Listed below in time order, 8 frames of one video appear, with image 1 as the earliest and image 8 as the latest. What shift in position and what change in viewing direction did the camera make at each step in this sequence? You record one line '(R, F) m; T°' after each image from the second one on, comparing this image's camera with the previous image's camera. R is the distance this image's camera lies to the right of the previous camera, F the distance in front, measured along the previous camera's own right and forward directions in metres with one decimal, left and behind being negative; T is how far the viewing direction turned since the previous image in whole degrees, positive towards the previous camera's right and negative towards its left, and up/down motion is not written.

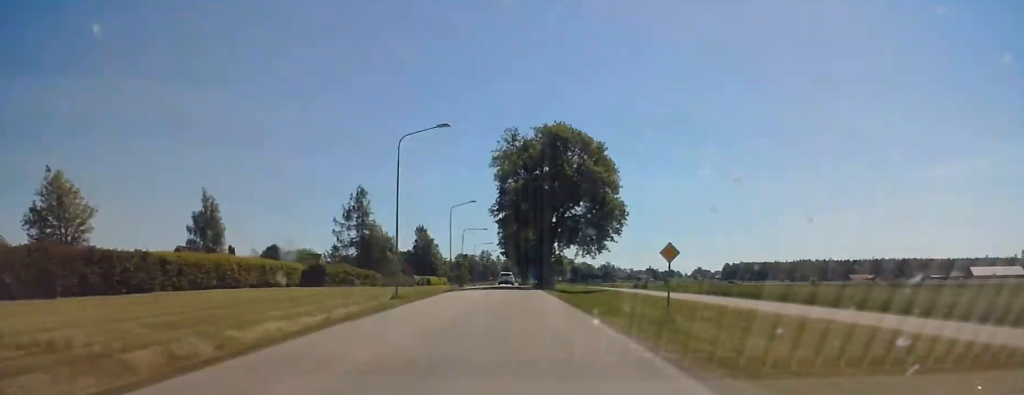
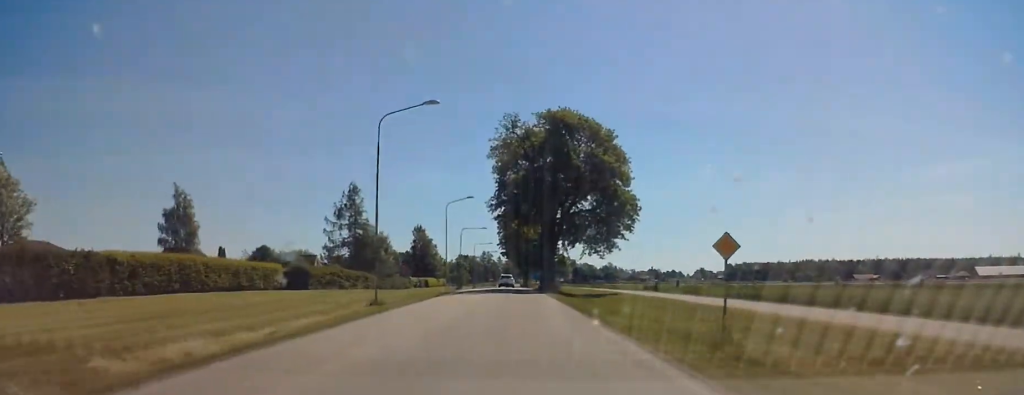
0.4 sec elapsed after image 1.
(0.0, +5.6) m; 0°
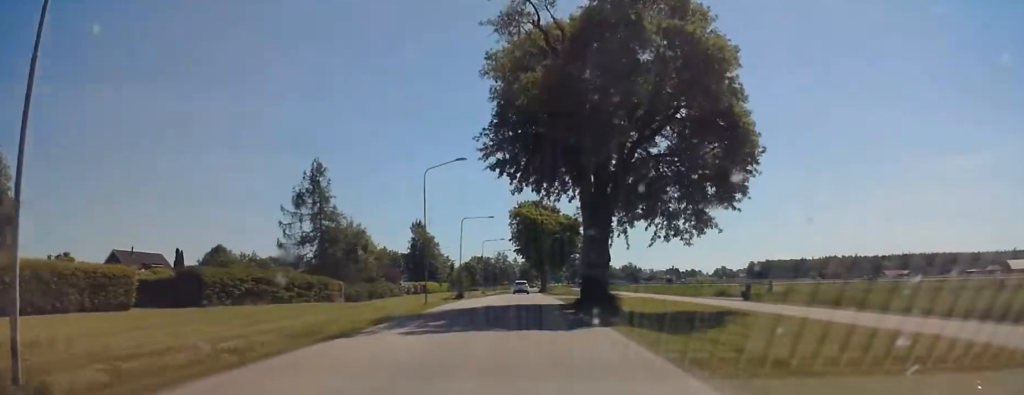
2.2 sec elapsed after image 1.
(+0.1, +24.1) m; 0°
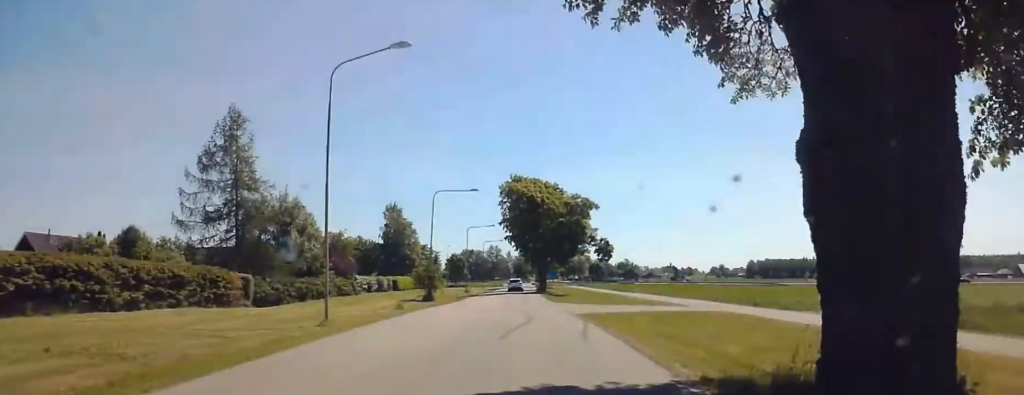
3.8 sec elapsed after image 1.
(0.0, +22.0) m; -3°
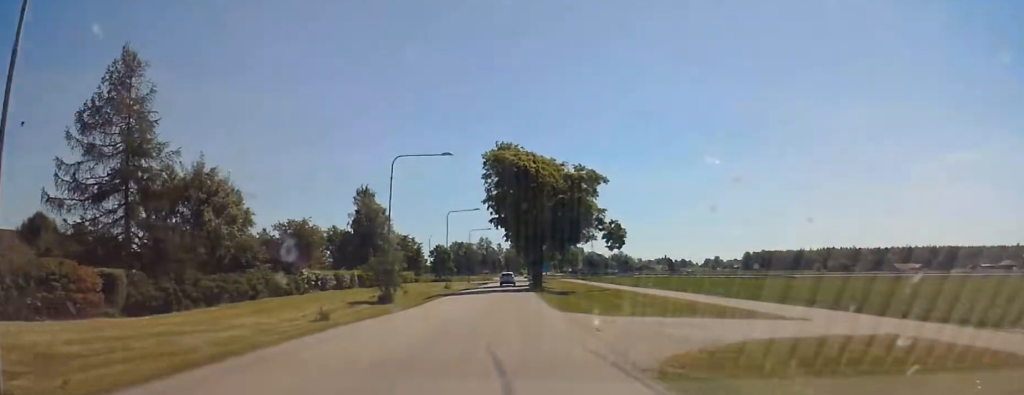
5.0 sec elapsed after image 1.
(-1.0, +14.9) m; -3°
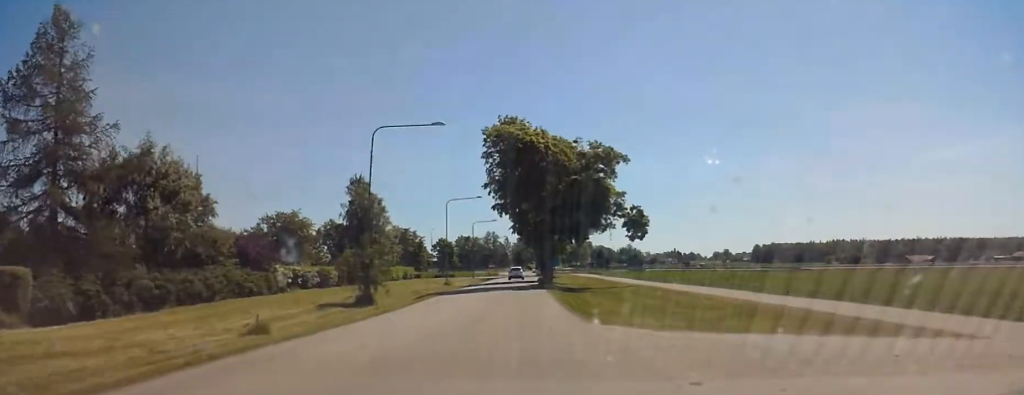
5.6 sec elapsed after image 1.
(-0.2, +7.6) m; +2°
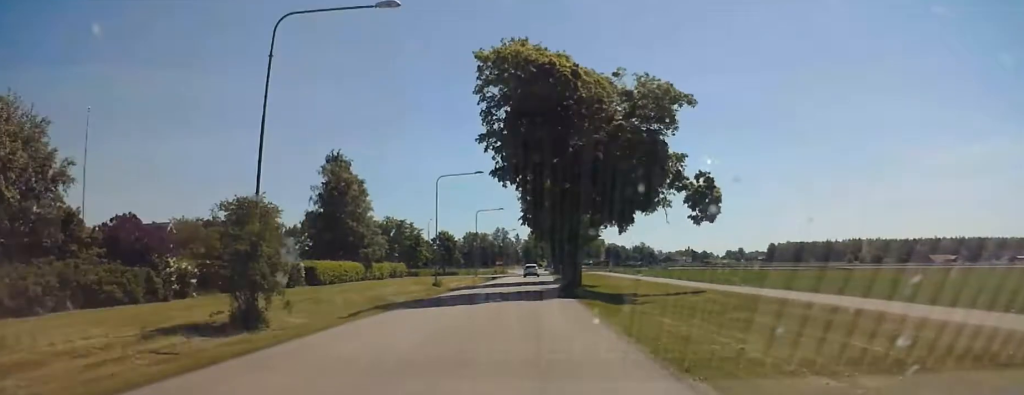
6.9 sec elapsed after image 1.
(+1.3, +16.6) m; +8°
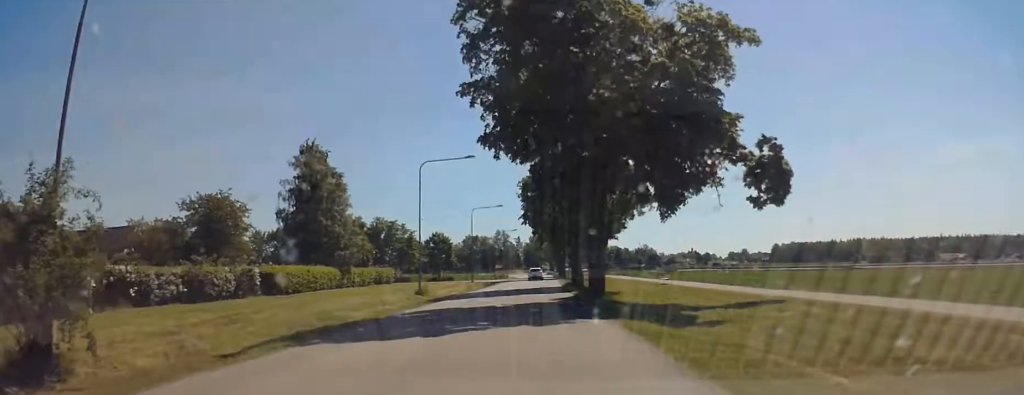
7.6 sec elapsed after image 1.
(+0.7, +10.5) m; -1°
